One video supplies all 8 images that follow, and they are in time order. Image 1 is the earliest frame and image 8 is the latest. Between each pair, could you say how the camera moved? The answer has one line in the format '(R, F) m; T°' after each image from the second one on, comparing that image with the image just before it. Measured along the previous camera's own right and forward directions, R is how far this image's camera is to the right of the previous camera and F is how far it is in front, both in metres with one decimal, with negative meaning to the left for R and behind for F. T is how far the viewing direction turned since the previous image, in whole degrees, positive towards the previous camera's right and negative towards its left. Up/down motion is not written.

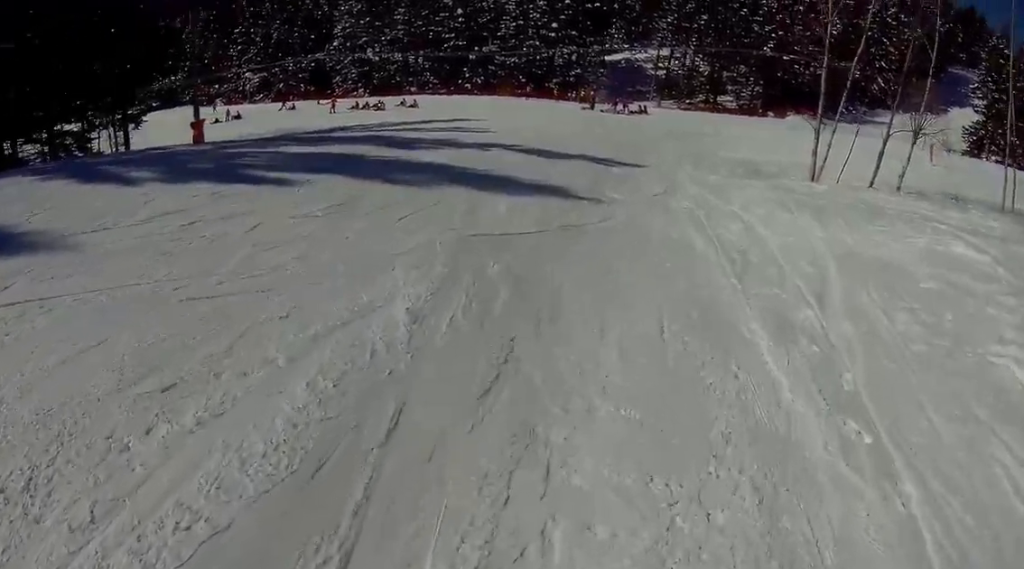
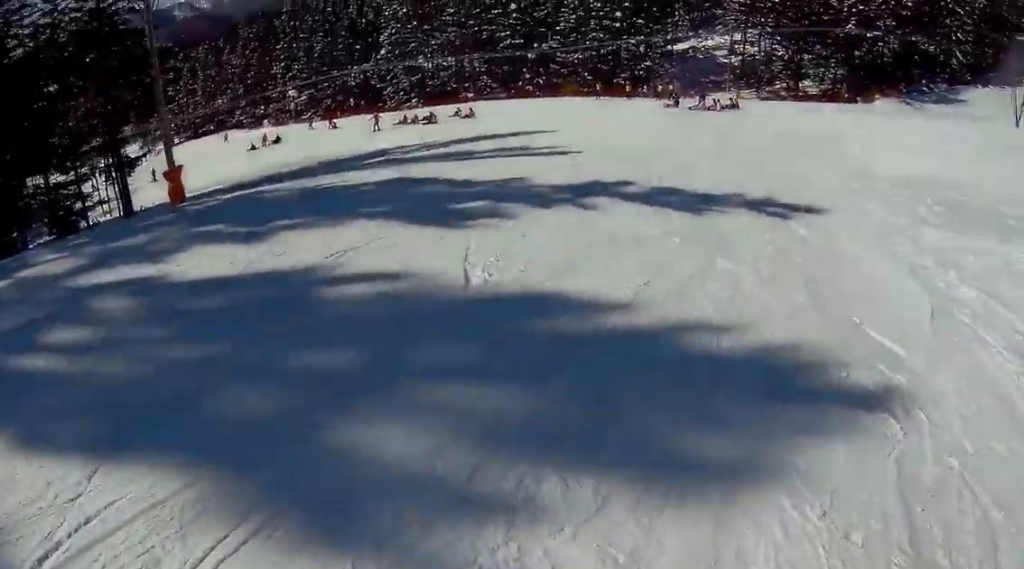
(-2.8, +7.1) m; -24°
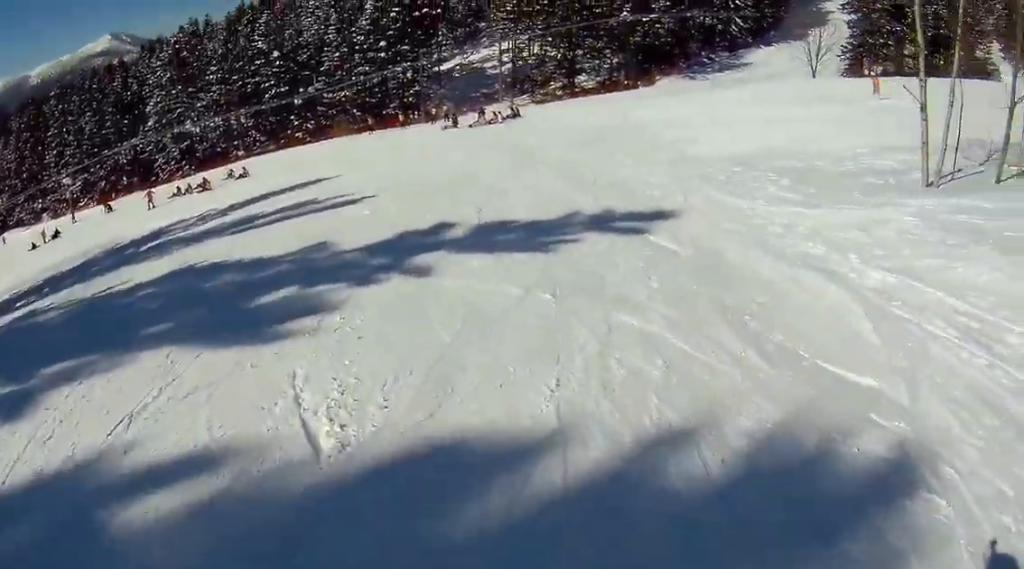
(-0.3, +2.0) m; 0°
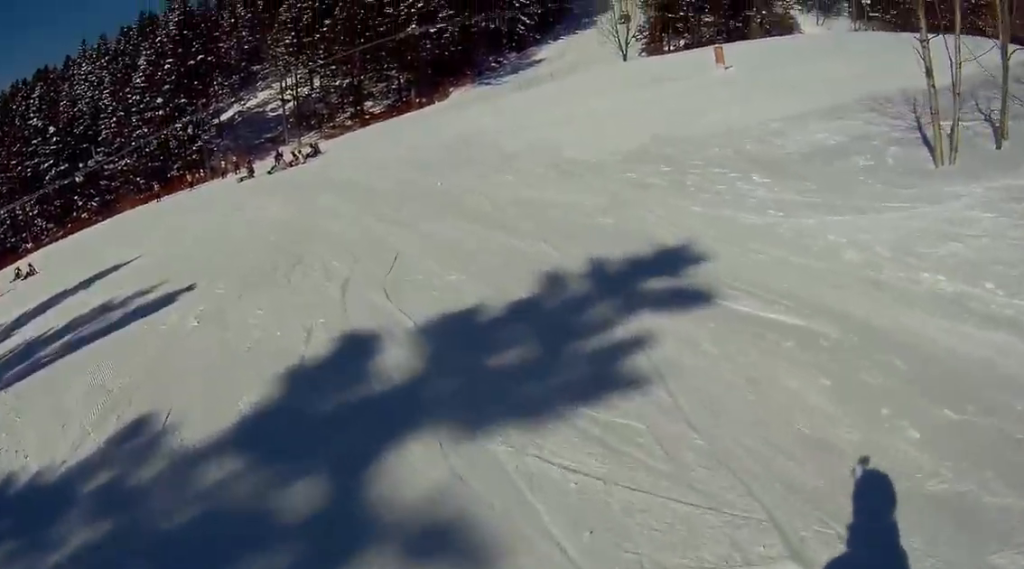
(+0.8, +5.0) m; +27°
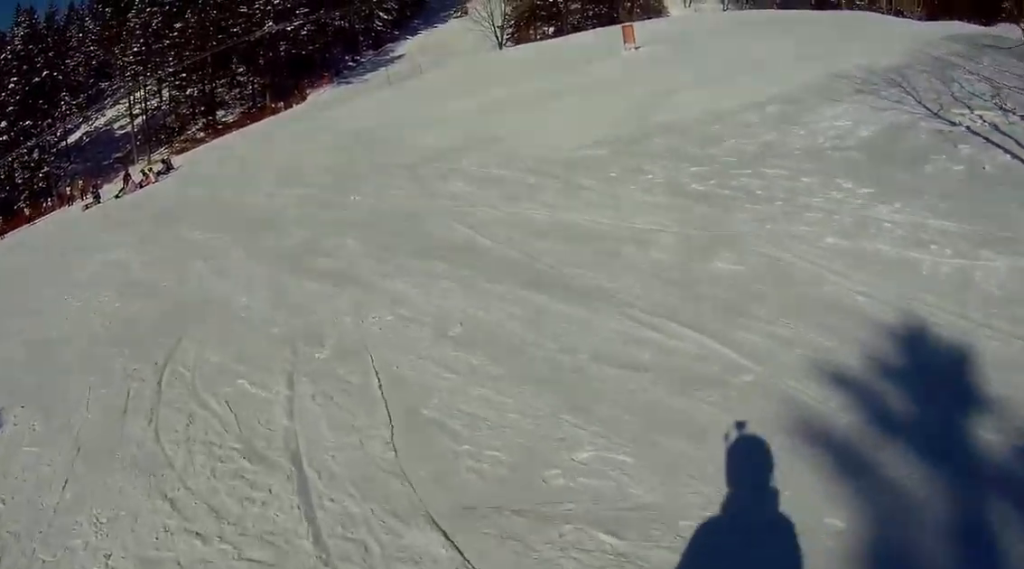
(+1.5, +4.6) m; +33°
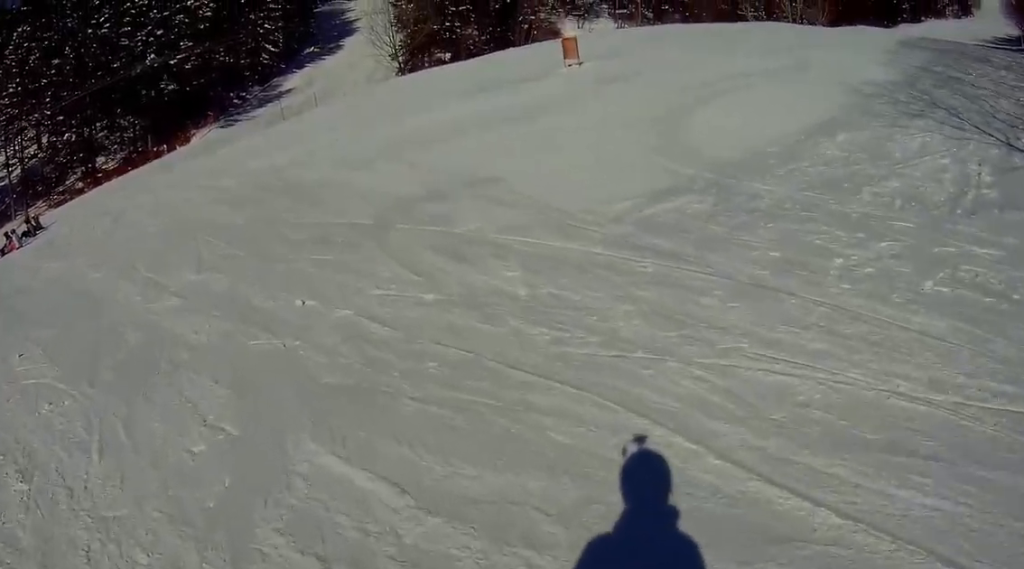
(+1.0, +5.4) m; -4°
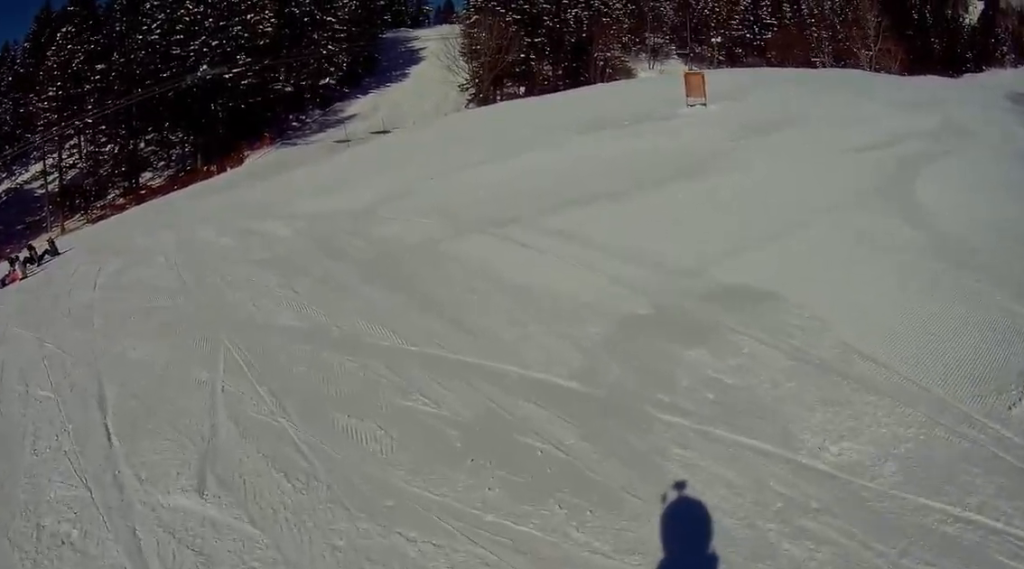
(-1.4, +5.4) m; -6°
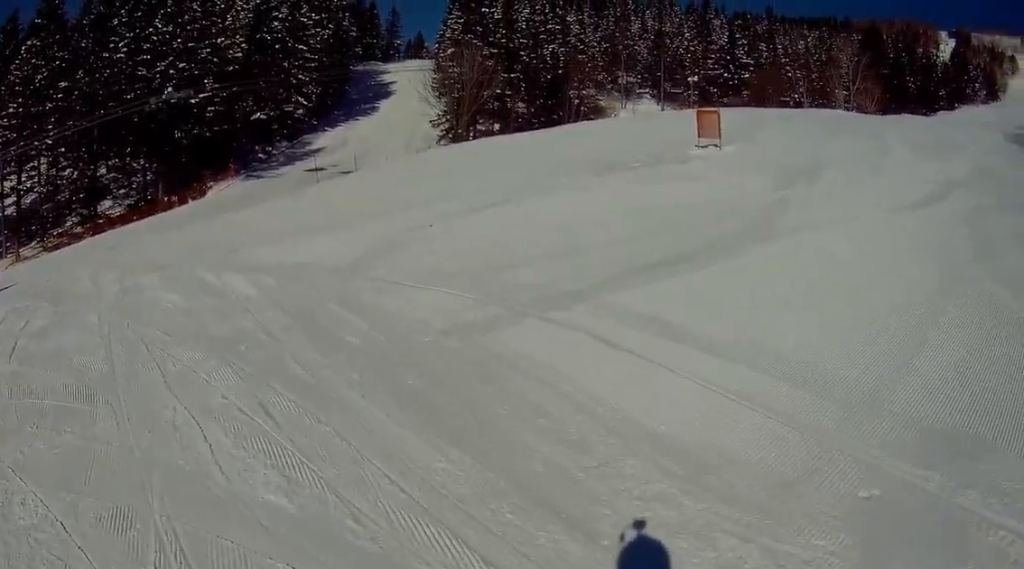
(+0.2, +2.9) m; +16°
